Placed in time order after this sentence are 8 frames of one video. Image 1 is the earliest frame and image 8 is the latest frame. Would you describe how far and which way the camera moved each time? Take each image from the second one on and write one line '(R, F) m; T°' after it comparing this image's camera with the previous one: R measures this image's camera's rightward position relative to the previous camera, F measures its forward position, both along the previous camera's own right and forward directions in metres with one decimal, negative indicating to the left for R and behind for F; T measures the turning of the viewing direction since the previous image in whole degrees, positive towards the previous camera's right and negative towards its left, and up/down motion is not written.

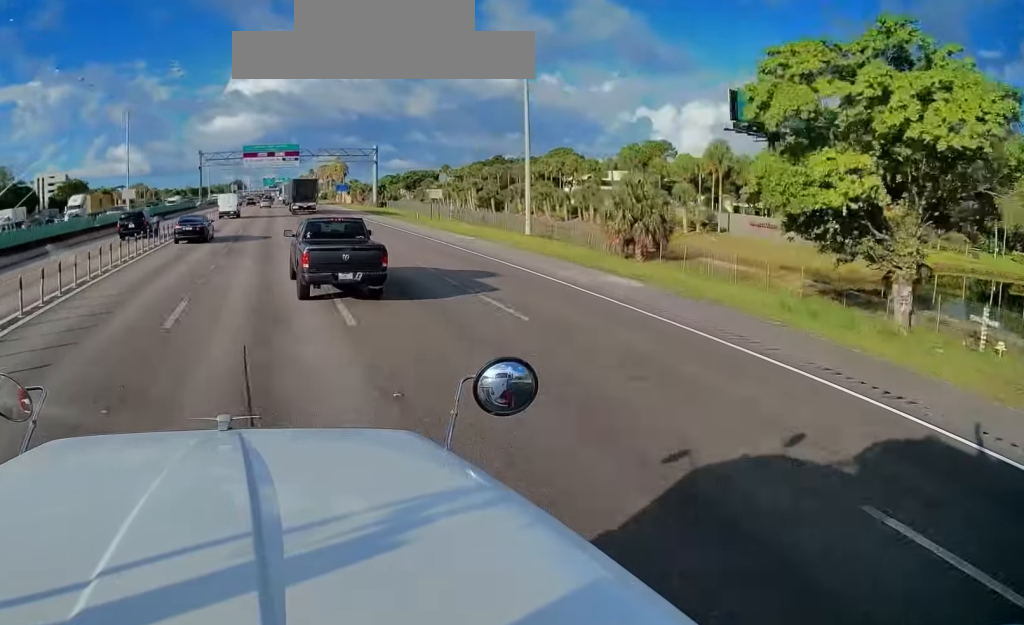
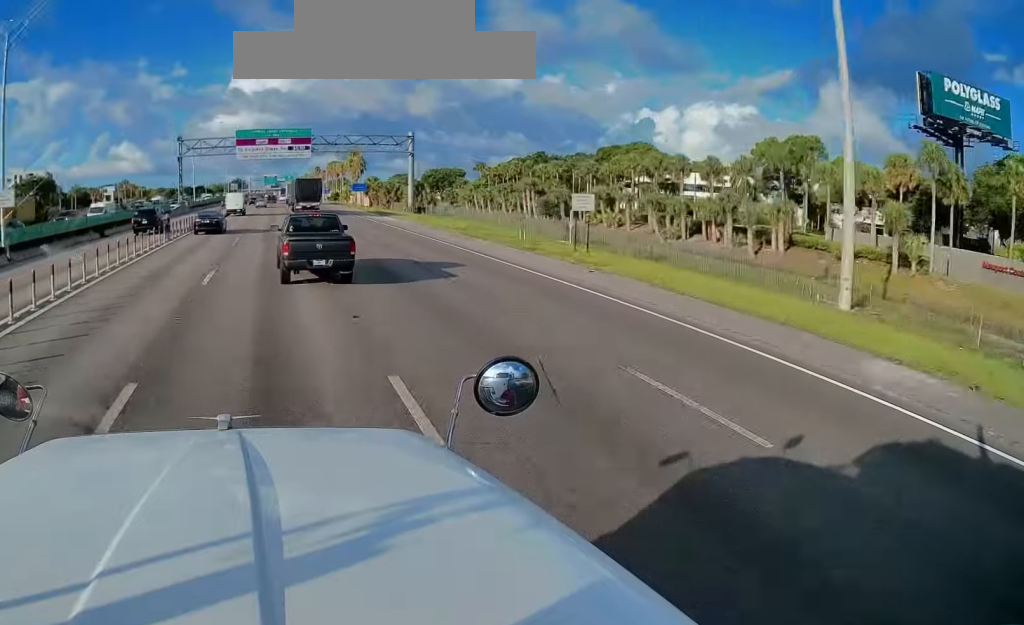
(-0.2, +31.6) m; 0°
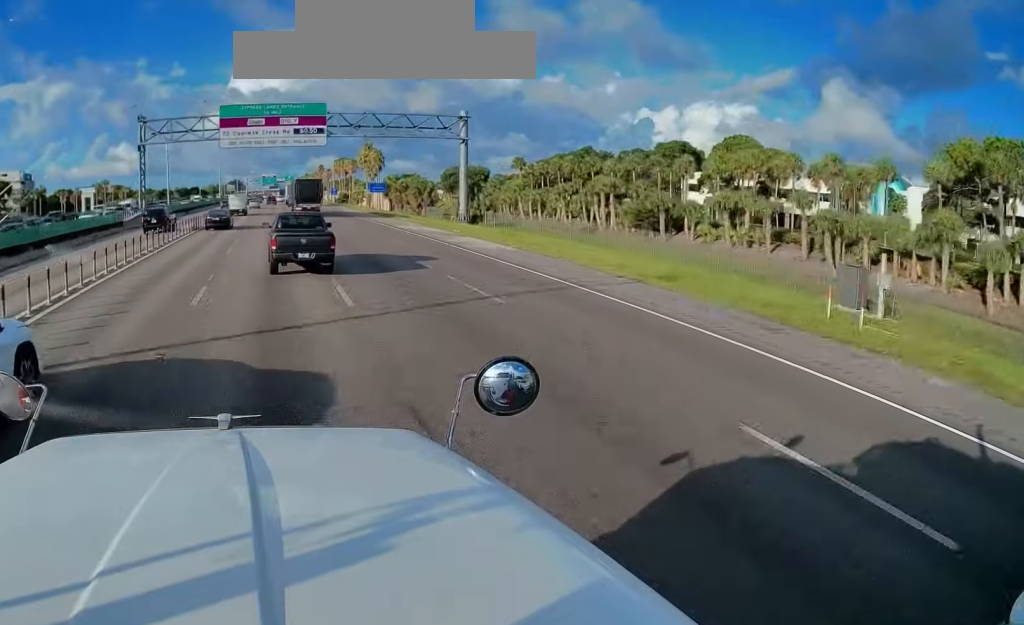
(+0.4, +27.8) m; 0°
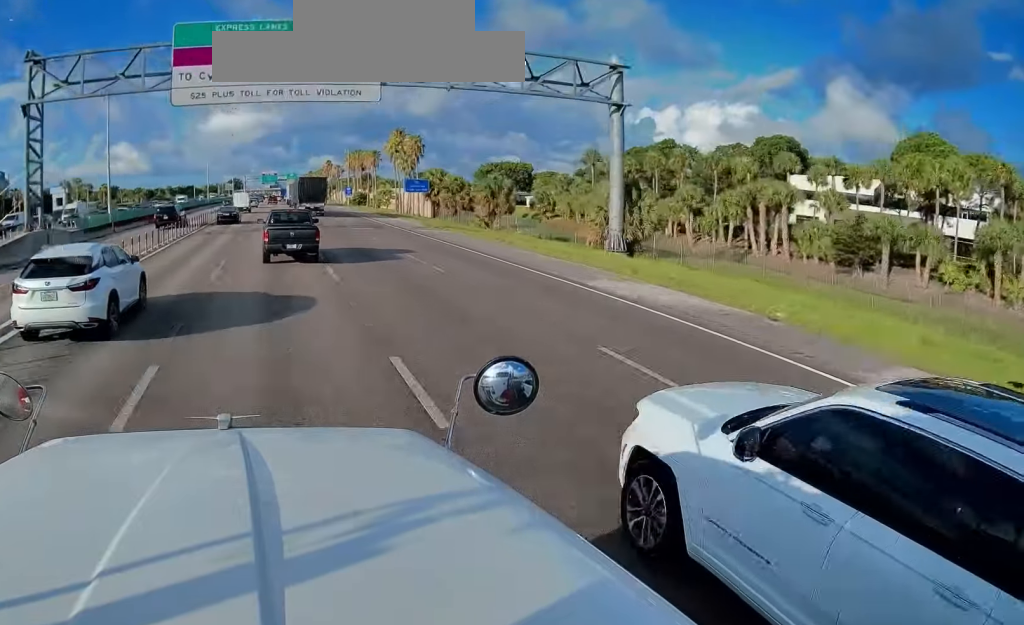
(-0.5, +31.5) m; 0°
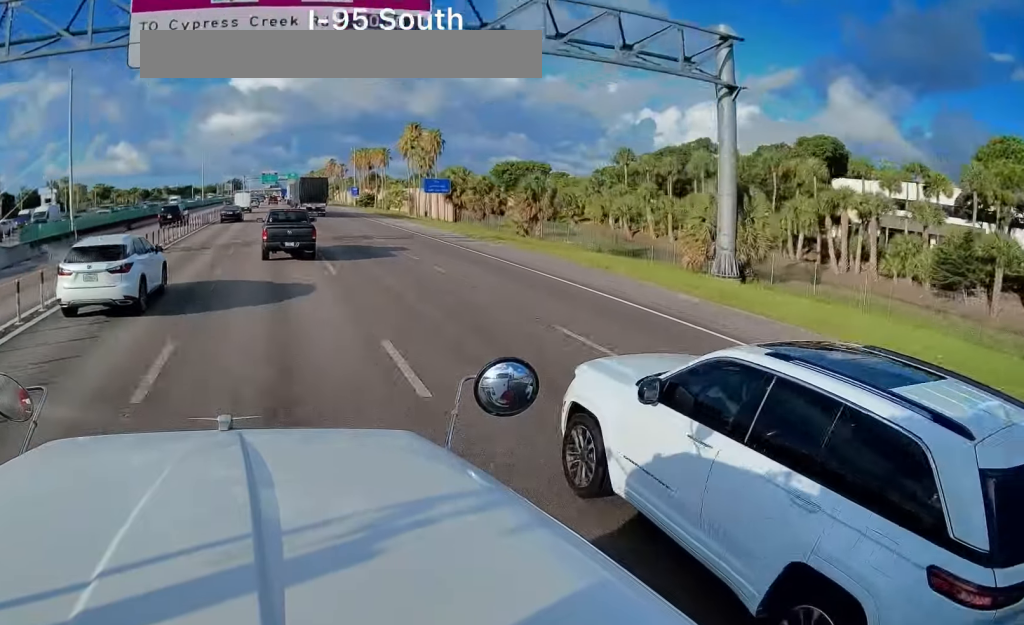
(+0.3, +10.7) m; 0°
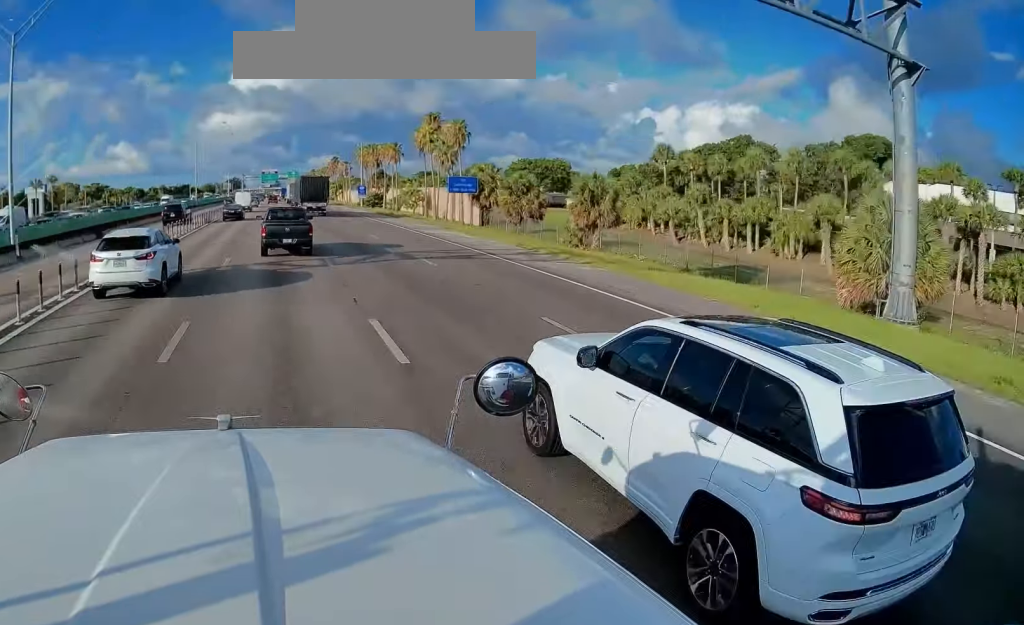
(0.0, +11.5) m; 0°
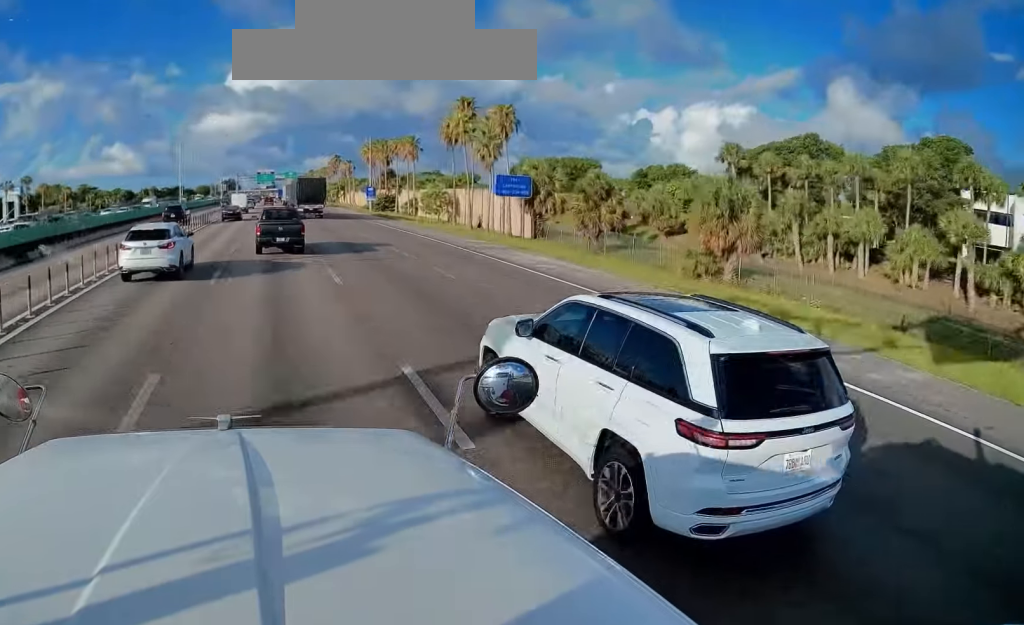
(-0.5, +15.6) m; 0°
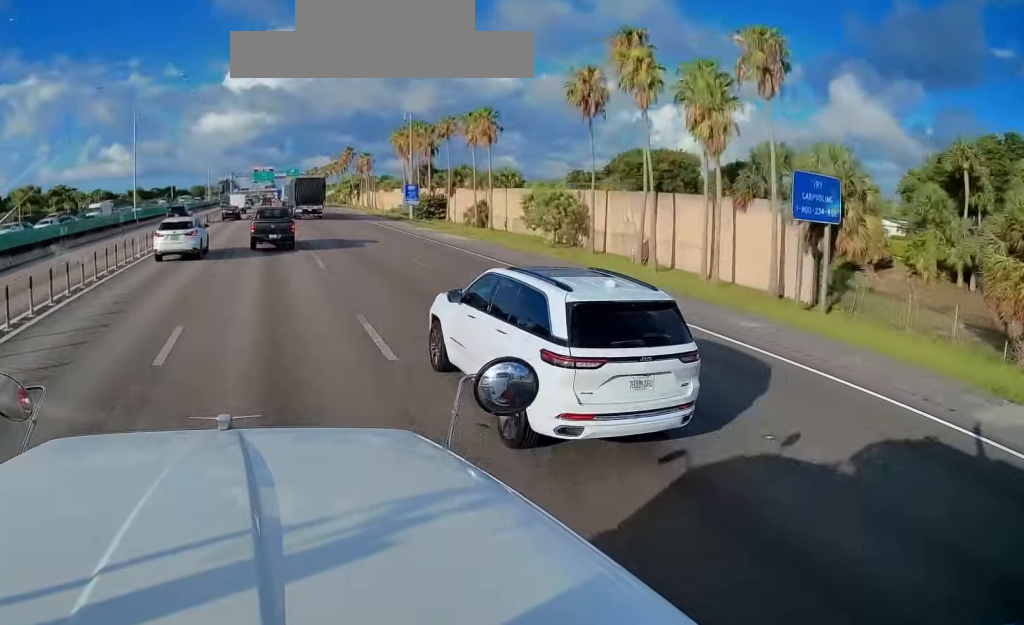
(+0.6, +32.5) m; 0°
